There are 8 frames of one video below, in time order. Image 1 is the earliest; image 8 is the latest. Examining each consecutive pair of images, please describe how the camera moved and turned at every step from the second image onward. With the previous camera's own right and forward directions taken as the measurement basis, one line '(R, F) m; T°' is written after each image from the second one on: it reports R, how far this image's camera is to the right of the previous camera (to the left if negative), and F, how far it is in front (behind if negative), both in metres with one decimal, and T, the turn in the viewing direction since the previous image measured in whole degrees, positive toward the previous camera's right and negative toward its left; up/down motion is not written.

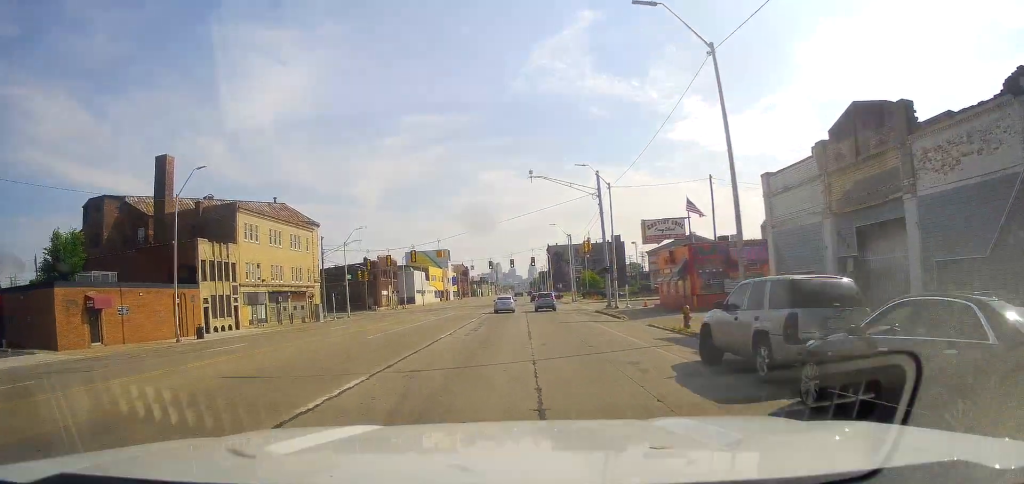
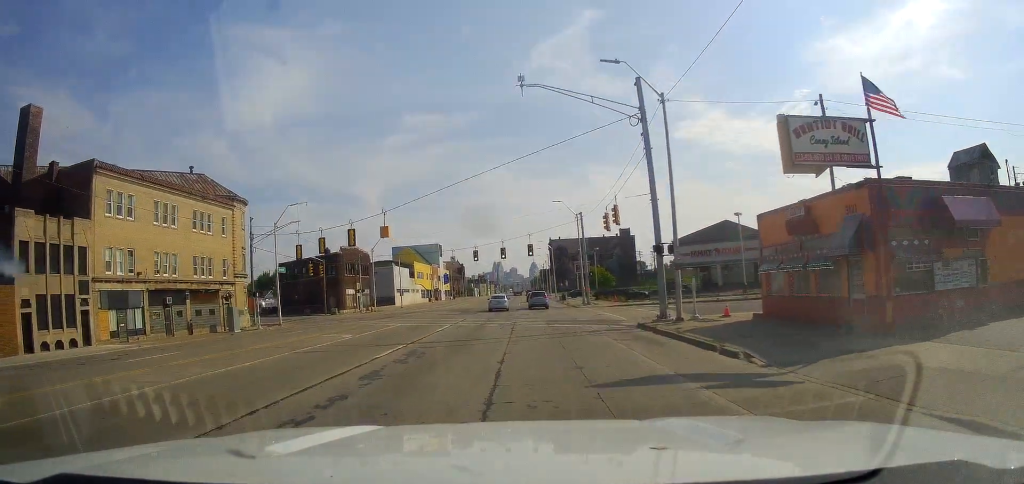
(+0.3, +21.5) m; +2°
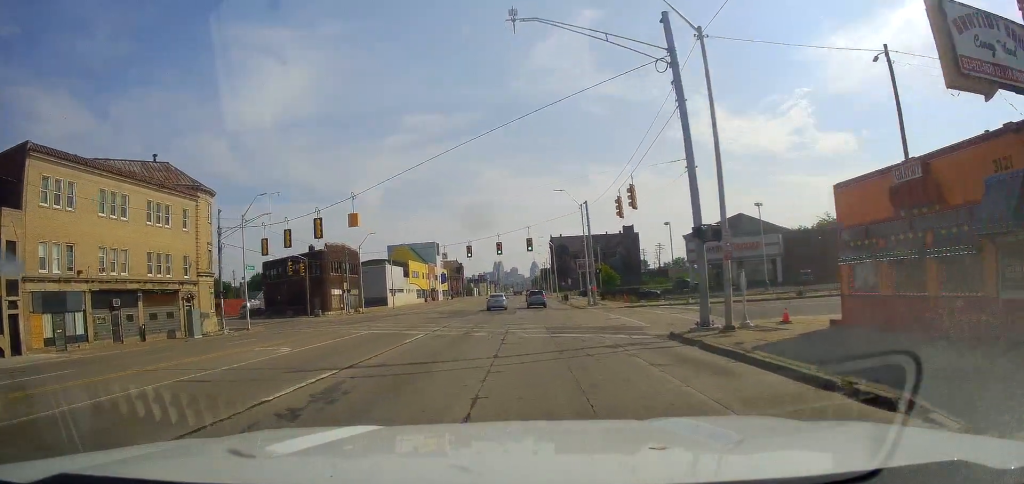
(+0.1, +7.0) m; 0°
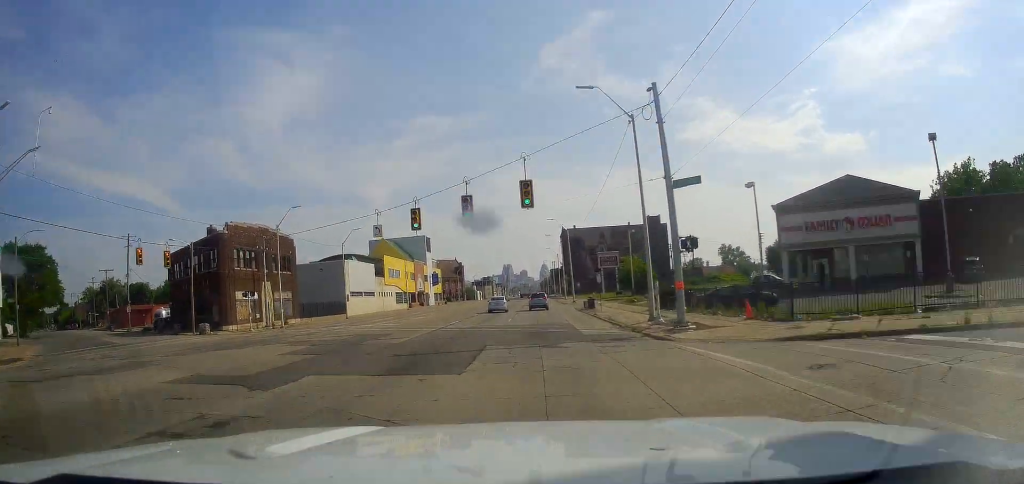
(-0.3, +30.5) m; -2°
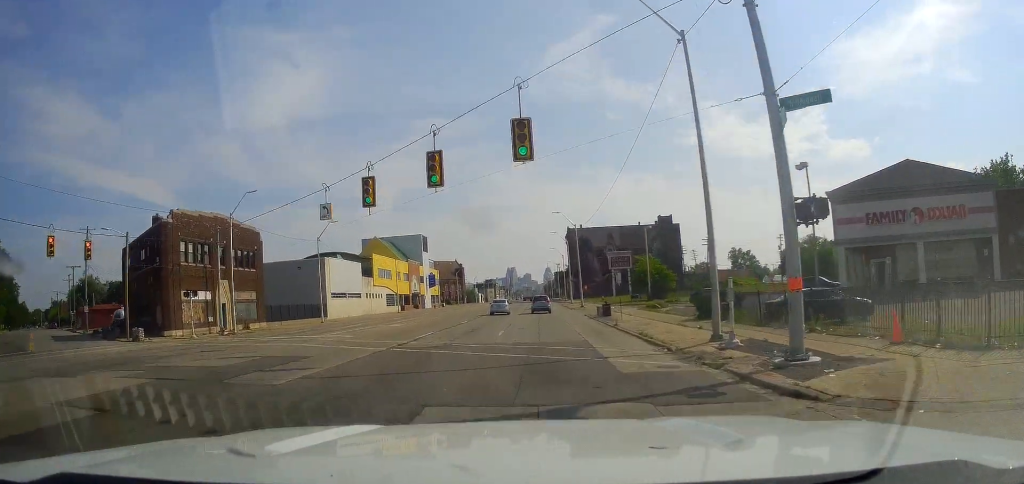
(-0.1, +10.2) m; -1°
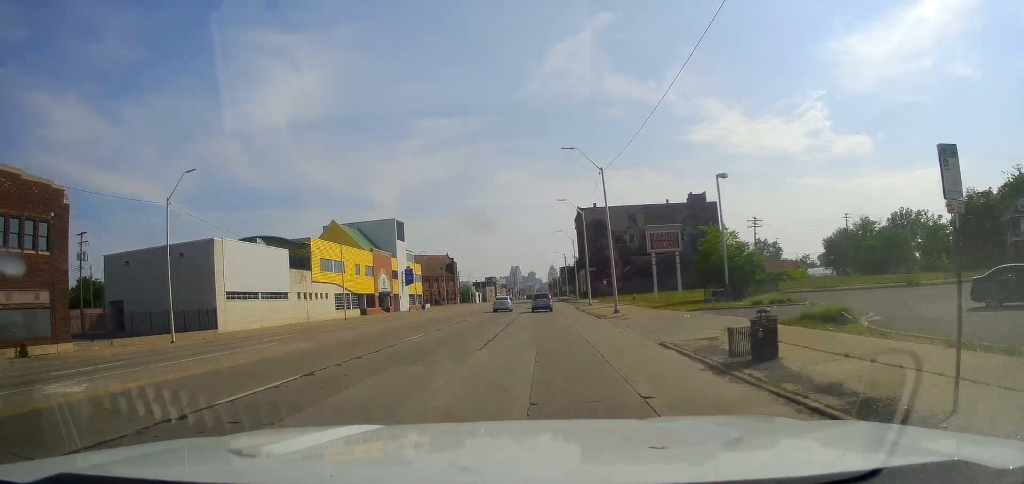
(-0.2, +30.2) m; +1°
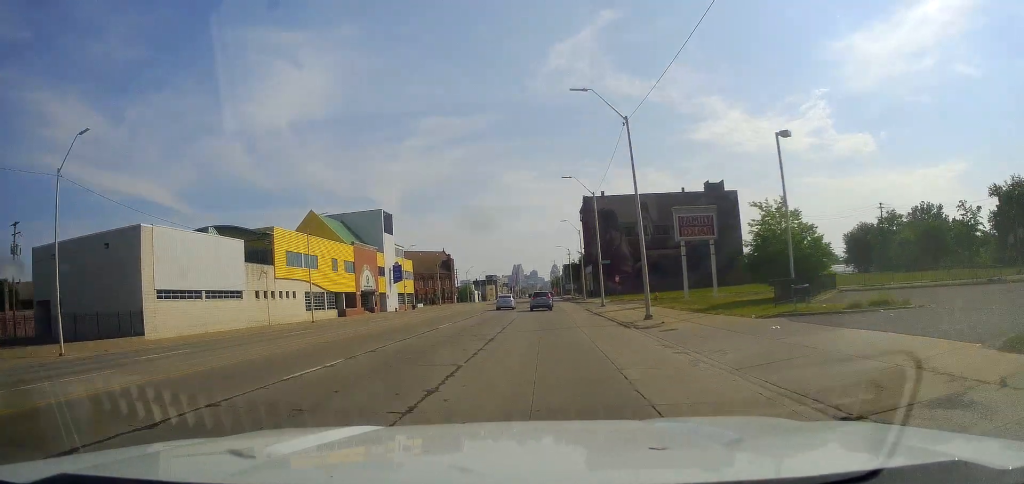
(+0.3, +11.6) m; +1°
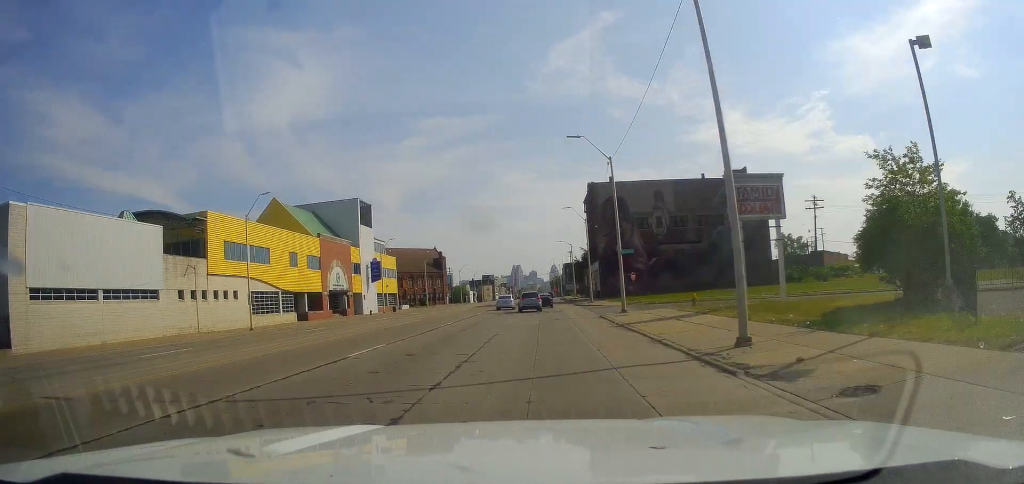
(-0.2, +14.0) m; -1°
